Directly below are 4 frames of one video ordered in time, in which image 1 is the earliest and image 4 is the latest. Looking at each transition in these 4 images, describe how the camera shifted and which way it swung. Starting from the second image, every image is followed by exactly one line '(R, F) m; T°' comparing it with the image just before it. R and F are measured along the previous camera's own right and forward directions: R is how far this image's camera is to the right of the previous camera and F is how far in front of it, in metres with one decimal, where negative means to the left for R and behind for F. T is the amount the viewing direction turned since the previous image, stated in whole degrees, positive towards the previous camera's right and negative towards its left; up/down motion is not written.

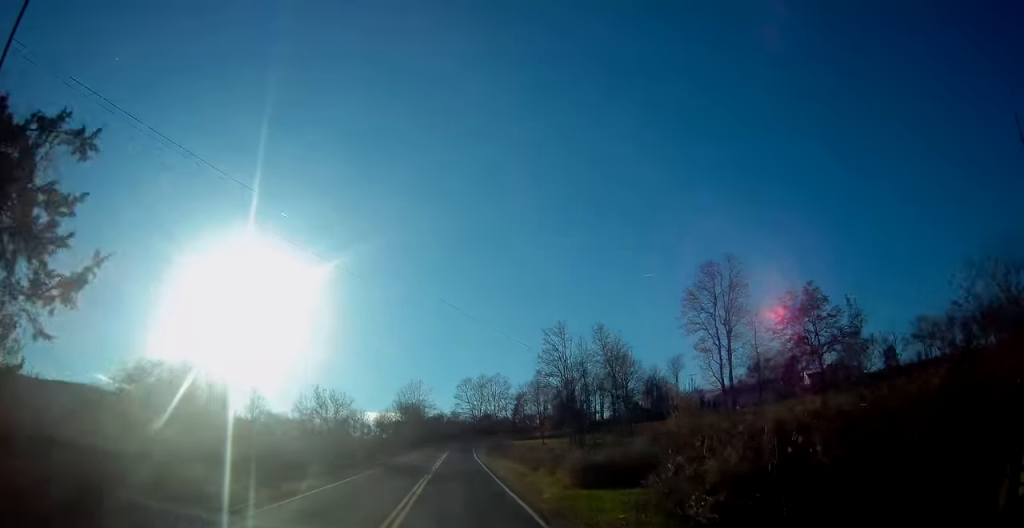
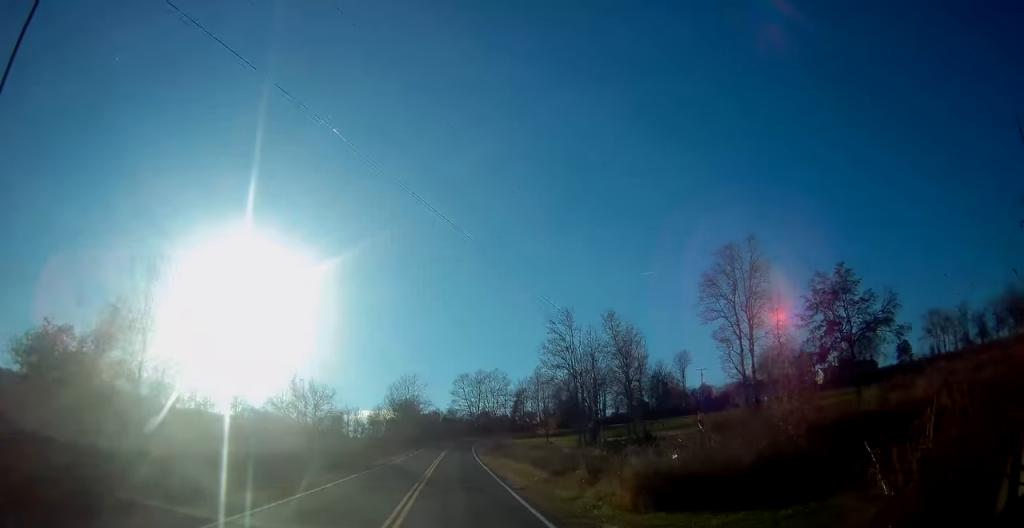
(+0.1, +7.5) m; +1°
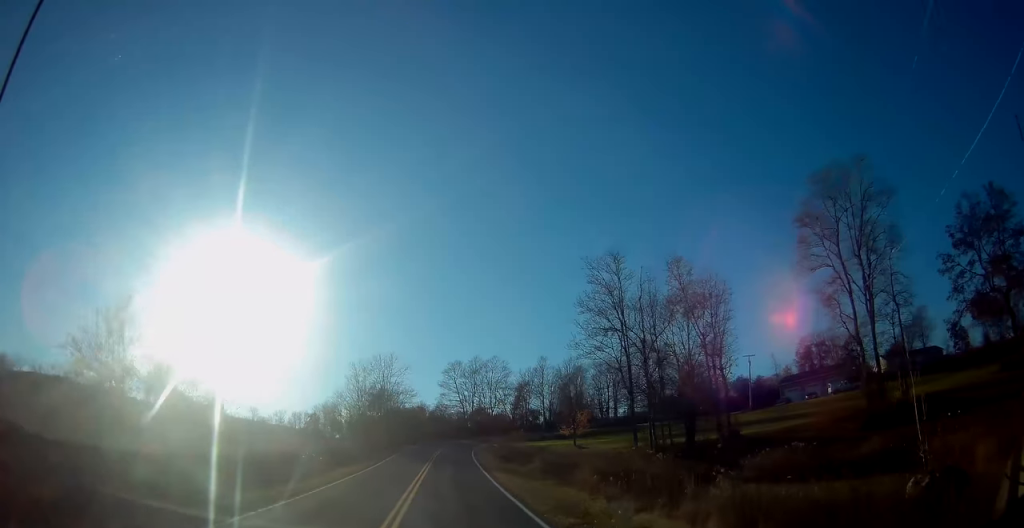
(+0.6, +26.5) m; +2°
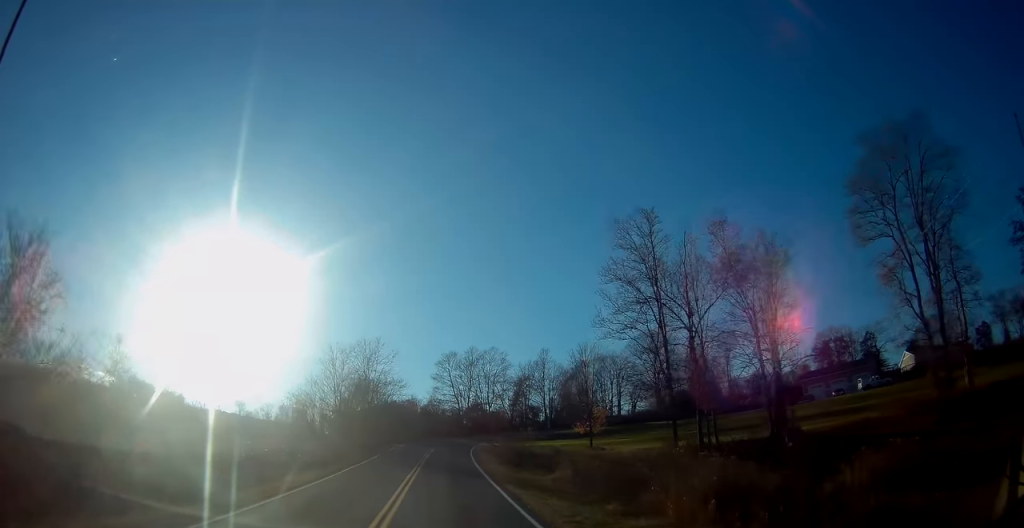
(+0.1, +10.1) m; 0°
